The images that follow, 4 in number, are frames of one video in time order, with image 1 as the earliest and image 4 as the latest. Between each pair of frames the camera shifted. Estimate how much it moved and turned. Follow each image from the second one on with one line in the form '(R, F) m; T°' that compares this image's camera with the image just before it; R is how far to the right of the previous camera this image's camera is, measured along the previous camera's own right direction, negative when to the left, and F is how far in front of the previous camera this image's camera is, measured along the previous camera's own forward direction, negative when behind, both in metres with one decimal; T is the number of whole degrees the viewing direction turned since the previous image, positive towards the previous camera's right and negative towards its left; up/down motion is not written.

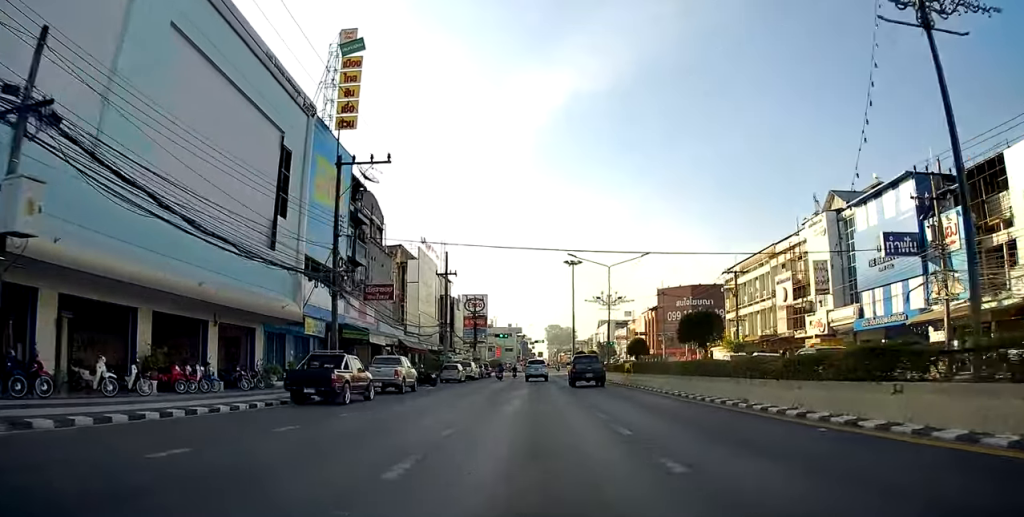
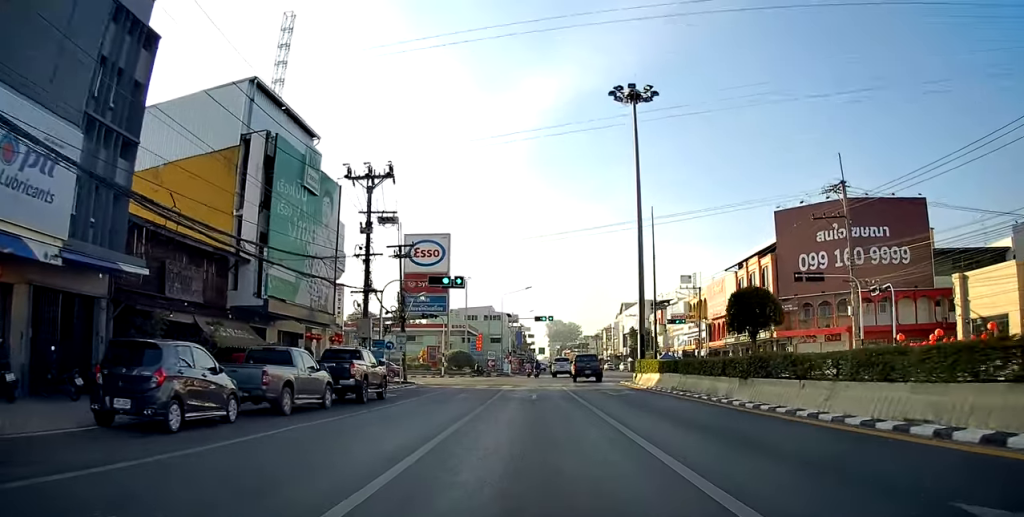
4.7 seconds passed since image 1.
(-1.4, +58.7) m; -2°
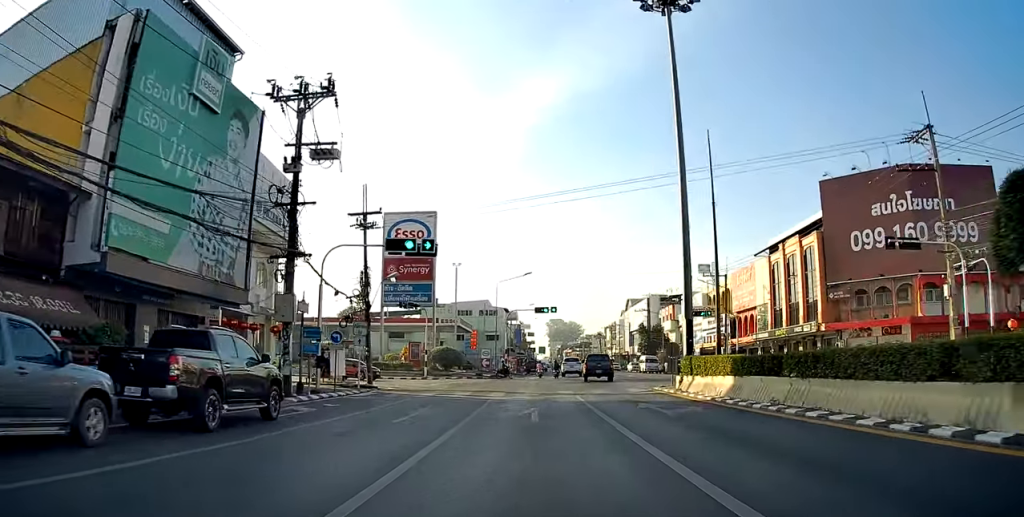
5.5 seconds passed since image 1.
(-0.2, +10.5) m; -1°
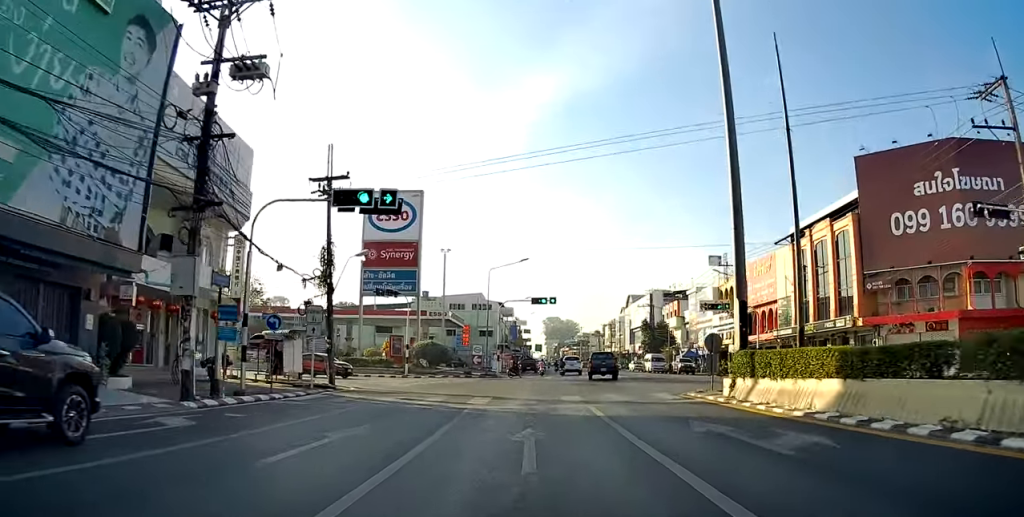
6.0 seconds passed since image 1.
(0.0, +7.0) m; +1°
